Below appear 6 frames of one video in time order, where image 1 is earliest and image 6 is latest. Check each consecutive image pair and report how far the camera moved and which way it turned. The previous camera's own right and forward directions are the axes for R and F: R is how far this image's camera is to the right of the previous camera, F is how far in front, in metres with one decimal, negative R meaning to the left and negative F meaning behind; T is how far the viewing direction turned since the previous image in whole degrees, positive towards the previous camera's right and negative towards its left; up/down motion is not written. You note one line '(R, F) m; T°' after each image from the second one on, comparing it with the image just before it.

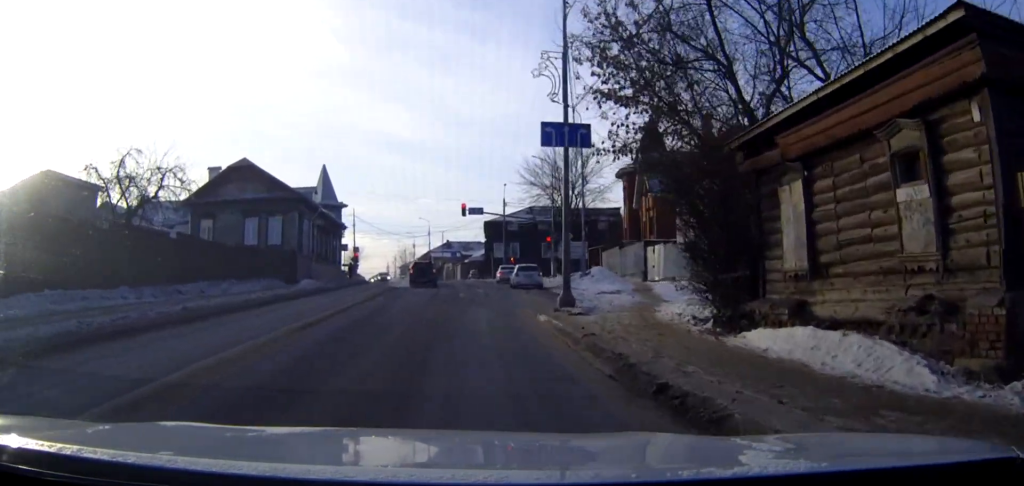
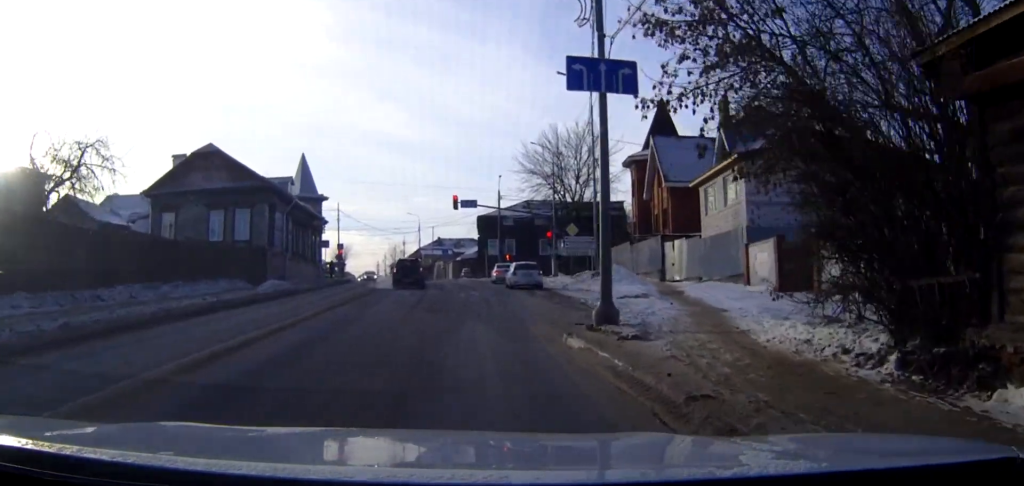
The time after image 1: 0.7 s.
(0.0, +6.5) m; +1°
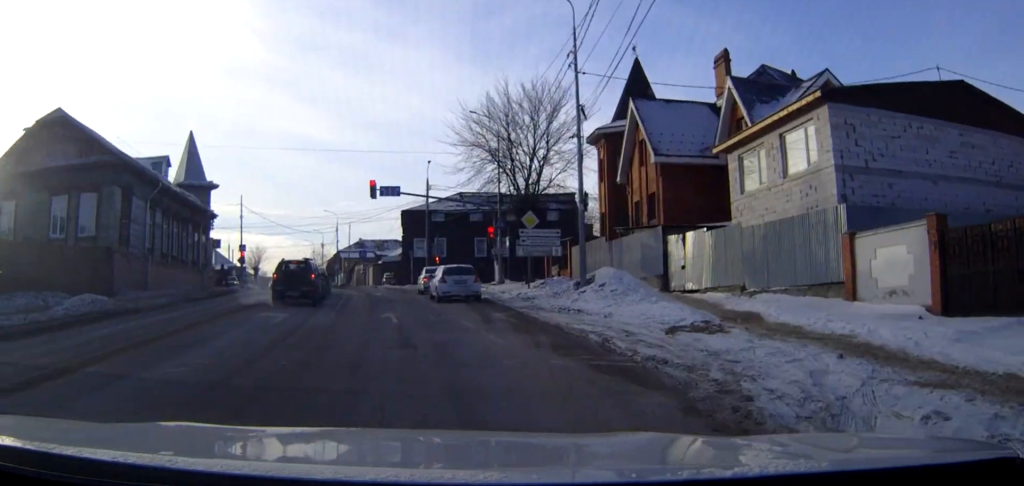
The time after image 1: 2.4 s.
(+0.4, +14.2) m; +5°
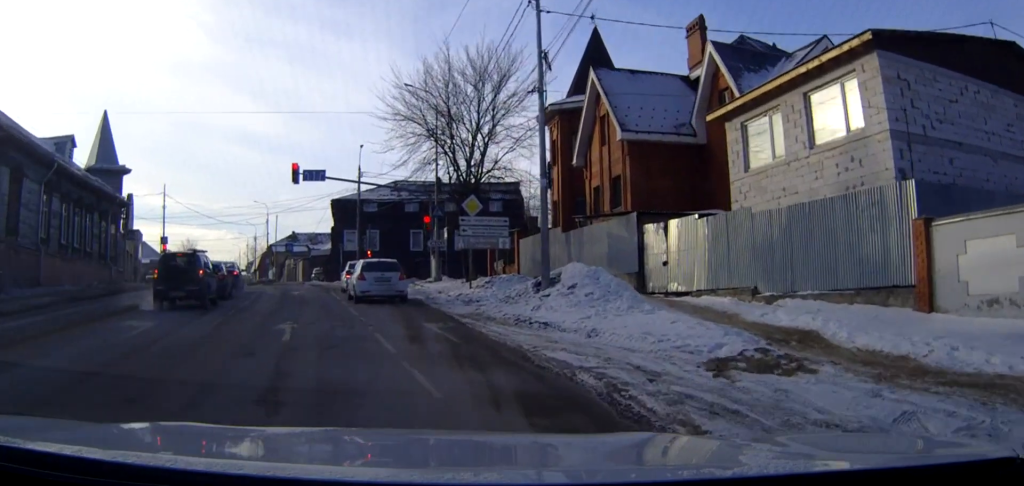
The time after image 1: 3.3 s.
(+0.2, +6.4) m; +3°
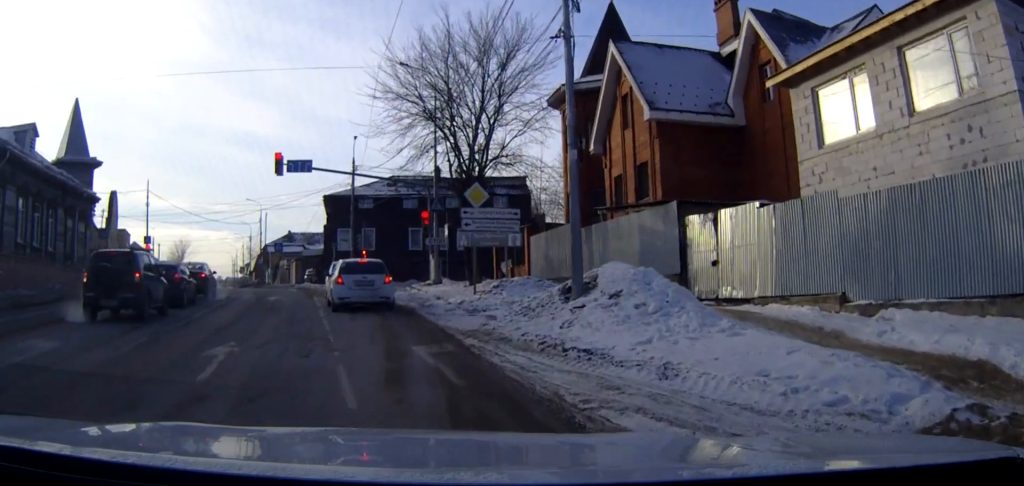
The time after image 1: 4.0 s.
(+0.2, +5.2) m; +2°
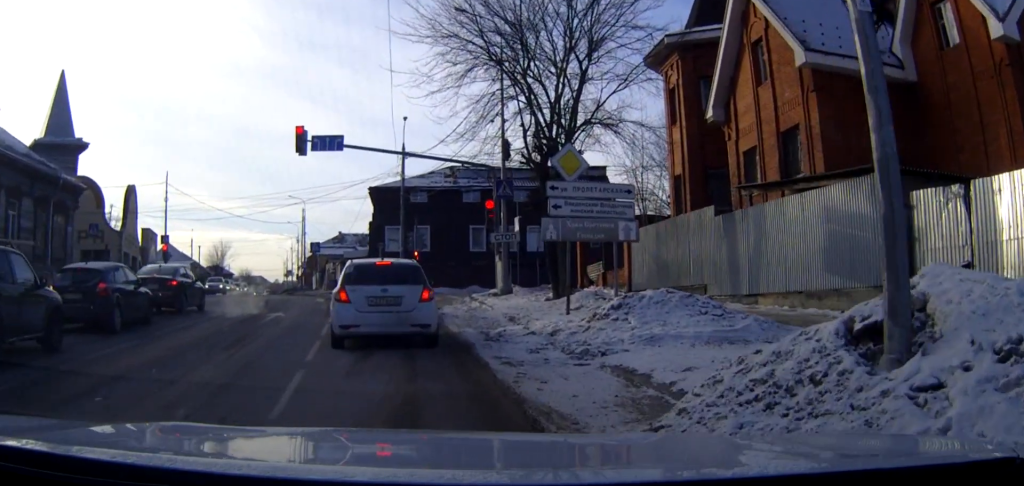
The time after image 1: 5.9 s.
(0.0, +9.7) m; -3°
